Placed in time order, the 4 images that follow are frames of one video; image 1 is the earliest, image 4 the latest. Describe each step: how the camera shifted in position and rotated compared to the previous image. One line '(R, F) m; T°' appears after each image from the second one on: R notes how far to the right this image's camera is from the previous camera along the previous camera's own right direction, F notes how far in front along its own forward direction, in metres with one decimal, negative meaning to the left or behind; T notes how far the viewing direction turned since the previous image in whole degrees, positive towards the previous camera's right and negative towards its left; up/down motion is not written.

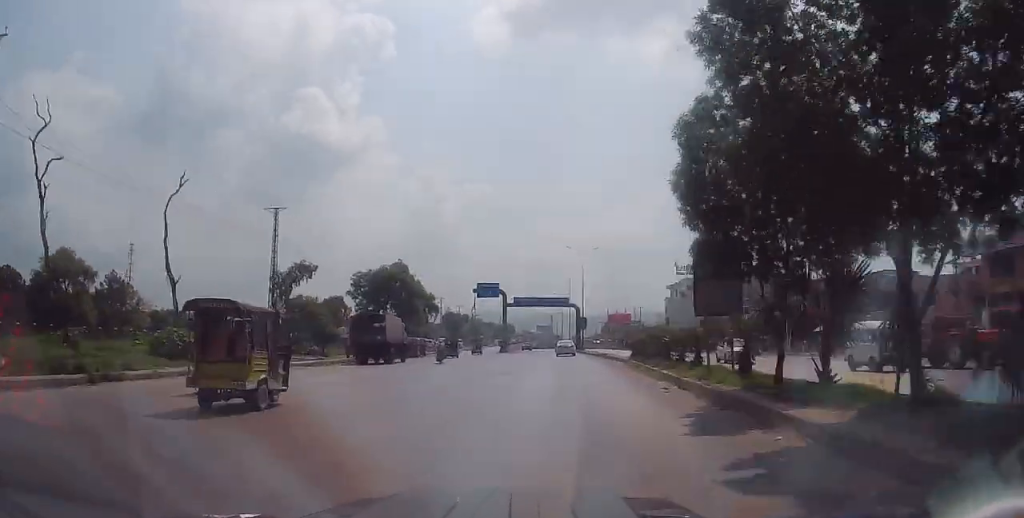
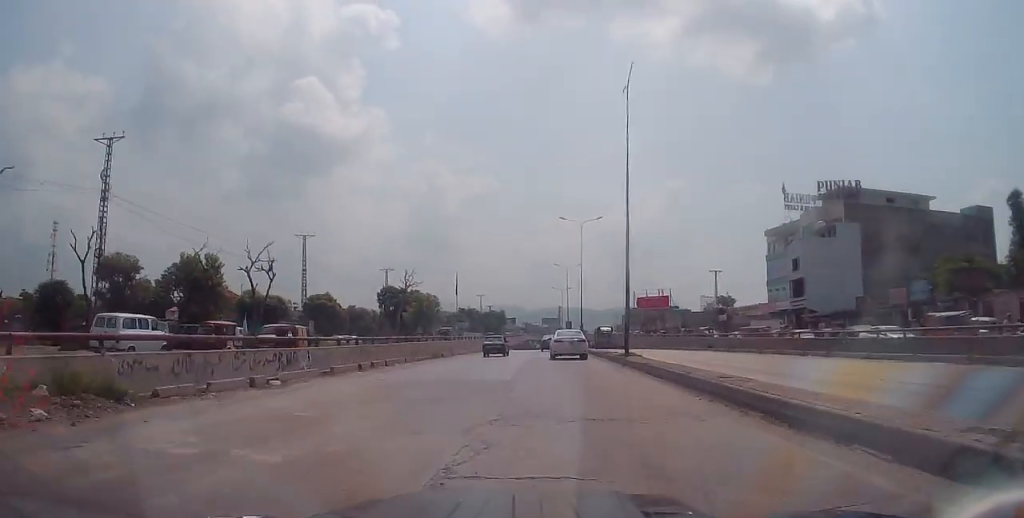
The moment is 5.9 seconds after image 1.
(+0.9, +84.2) m; 0°
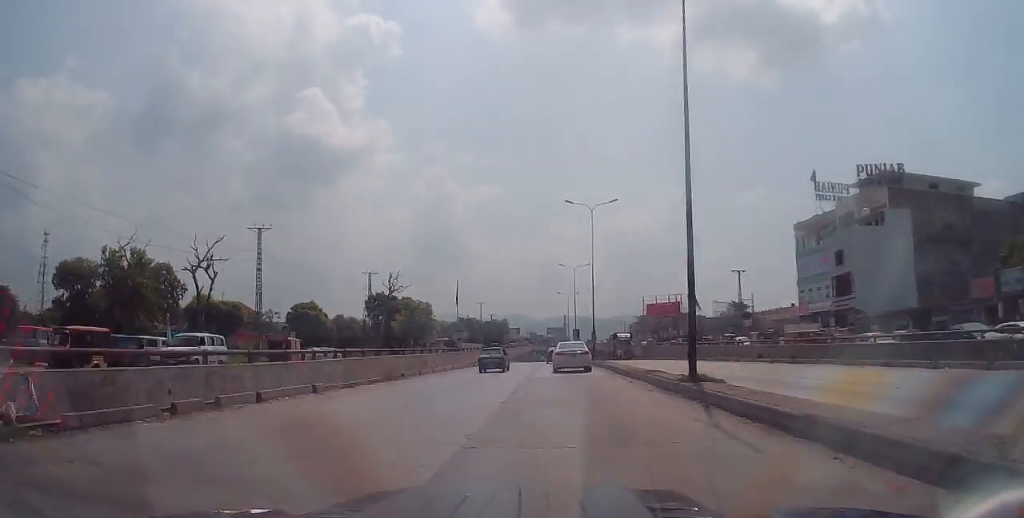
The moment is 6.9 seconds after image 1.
(0.0, +11.5) m; 0°
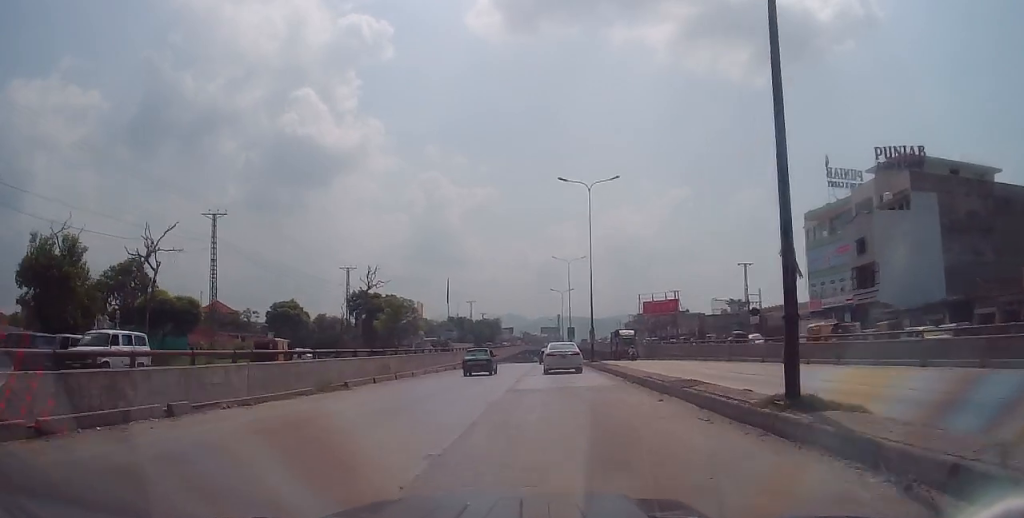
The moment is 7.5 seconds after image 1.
(-0.1, +6.7) m; 0°
